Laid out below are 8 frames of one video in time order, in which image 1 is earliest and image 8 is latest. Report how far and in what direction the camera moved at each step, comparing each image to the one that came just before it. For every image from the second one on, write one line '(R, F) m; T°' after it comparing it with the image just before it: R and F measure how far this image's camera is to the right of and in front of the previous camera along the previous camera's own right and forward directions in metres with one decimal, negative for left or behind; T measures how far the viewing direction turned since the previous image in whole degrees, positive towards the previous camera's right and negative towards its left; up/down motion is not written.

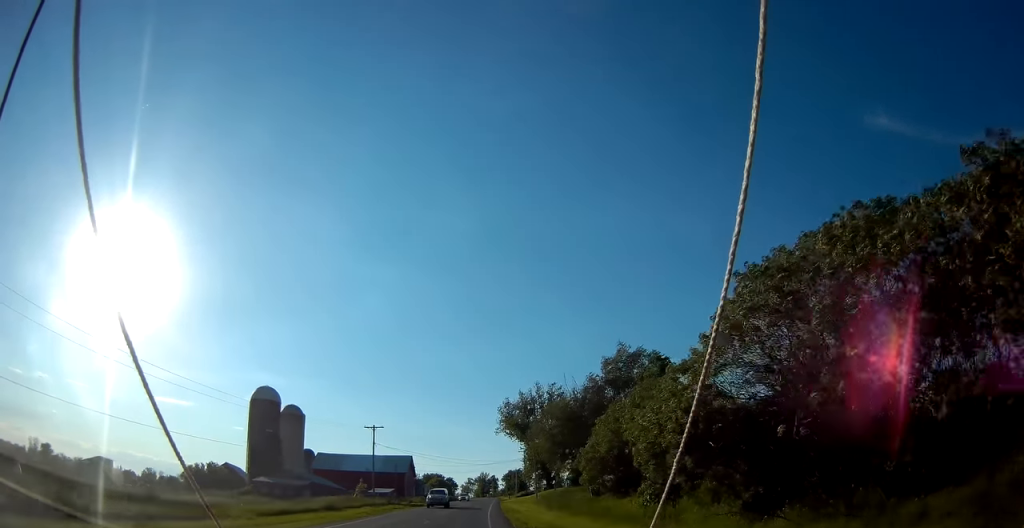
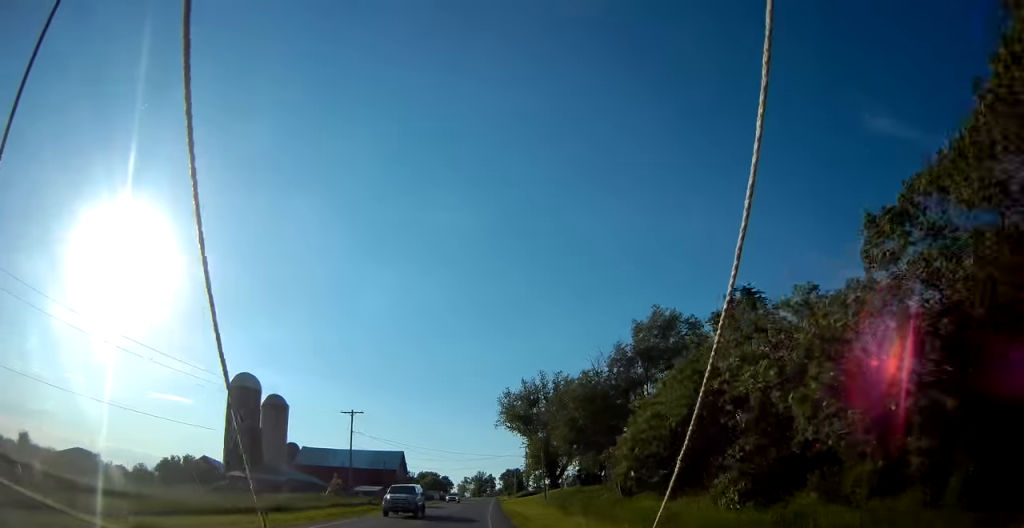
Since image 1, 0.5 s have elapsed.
(-0.1, +11.7) m; 0°
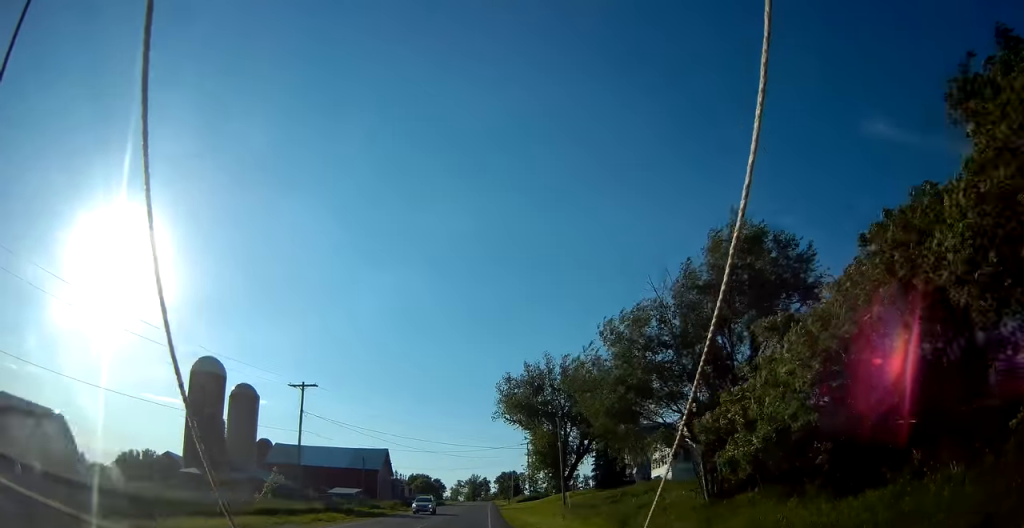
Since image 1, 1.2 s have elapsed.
(+0.3, +16.3) m; +1°
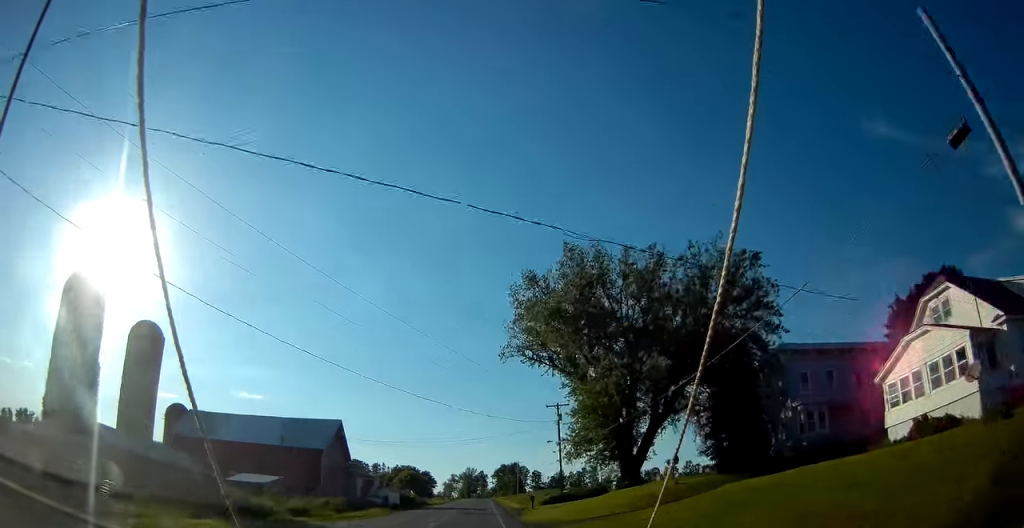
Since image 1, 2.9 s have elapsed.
(0.0, +40.4) m; 0°
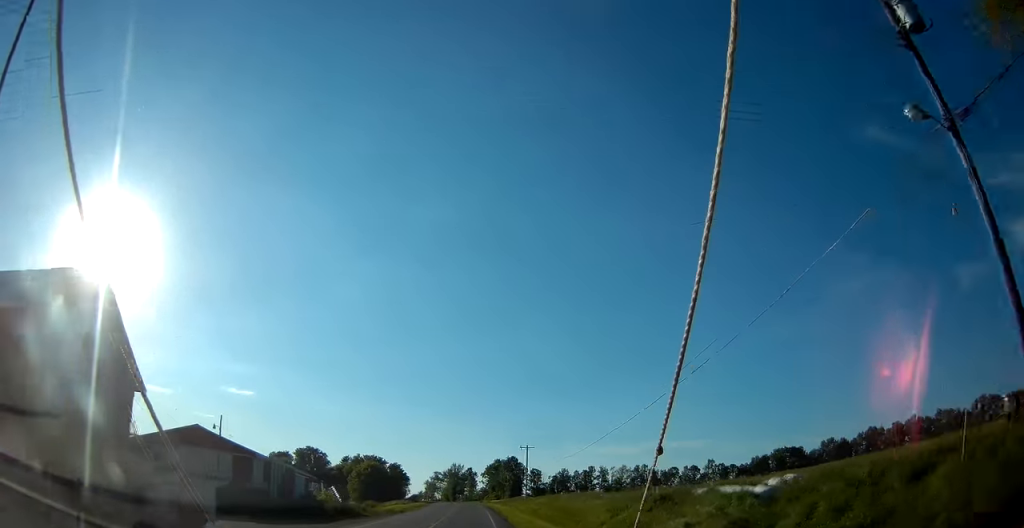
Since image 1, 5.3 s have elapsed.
(+0.8, +55.4) m; +2°
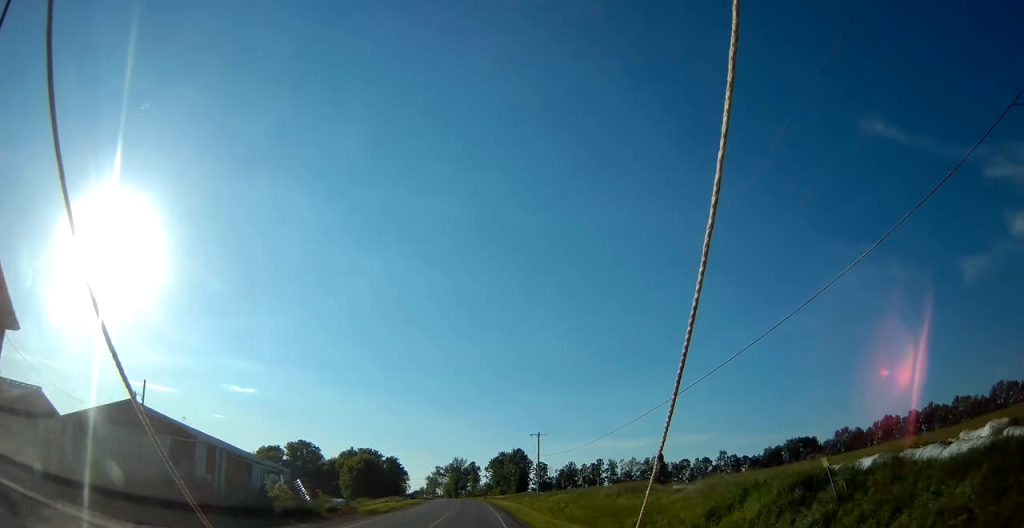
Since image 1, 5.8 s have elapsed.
(+0.1, +12.8) m; 0°
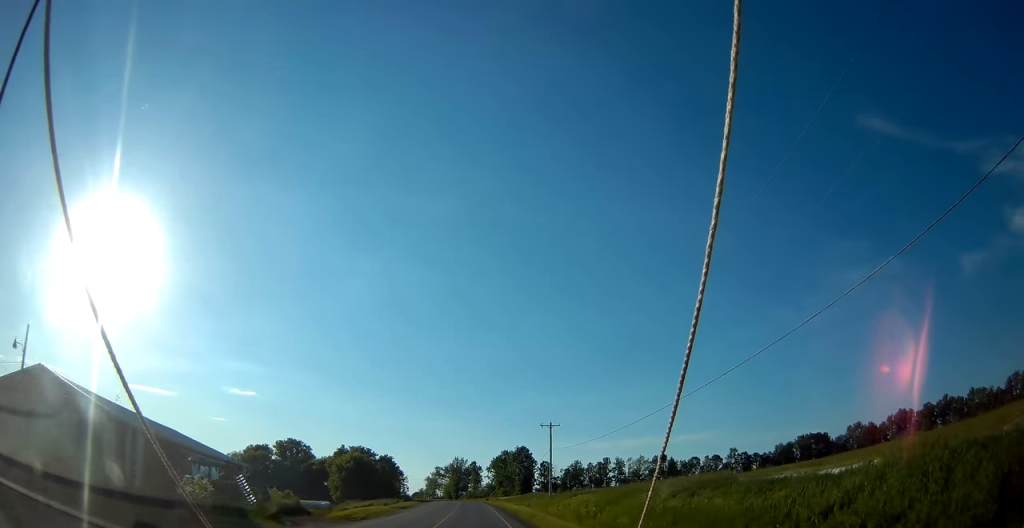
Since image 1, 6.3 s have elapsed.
(+0.2, +12.0) m; -1°
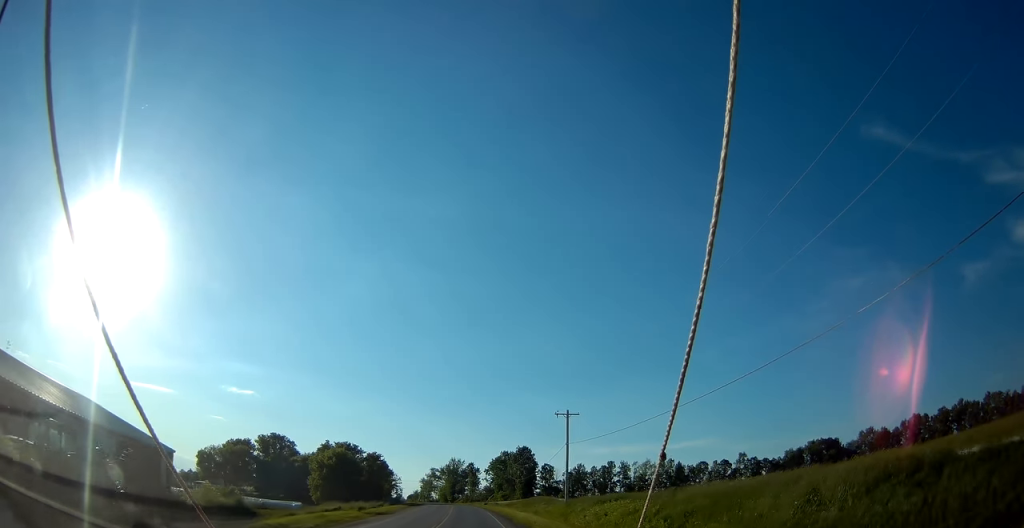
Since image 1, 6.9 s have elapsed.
(-0.3, +13.7) m; 0°
